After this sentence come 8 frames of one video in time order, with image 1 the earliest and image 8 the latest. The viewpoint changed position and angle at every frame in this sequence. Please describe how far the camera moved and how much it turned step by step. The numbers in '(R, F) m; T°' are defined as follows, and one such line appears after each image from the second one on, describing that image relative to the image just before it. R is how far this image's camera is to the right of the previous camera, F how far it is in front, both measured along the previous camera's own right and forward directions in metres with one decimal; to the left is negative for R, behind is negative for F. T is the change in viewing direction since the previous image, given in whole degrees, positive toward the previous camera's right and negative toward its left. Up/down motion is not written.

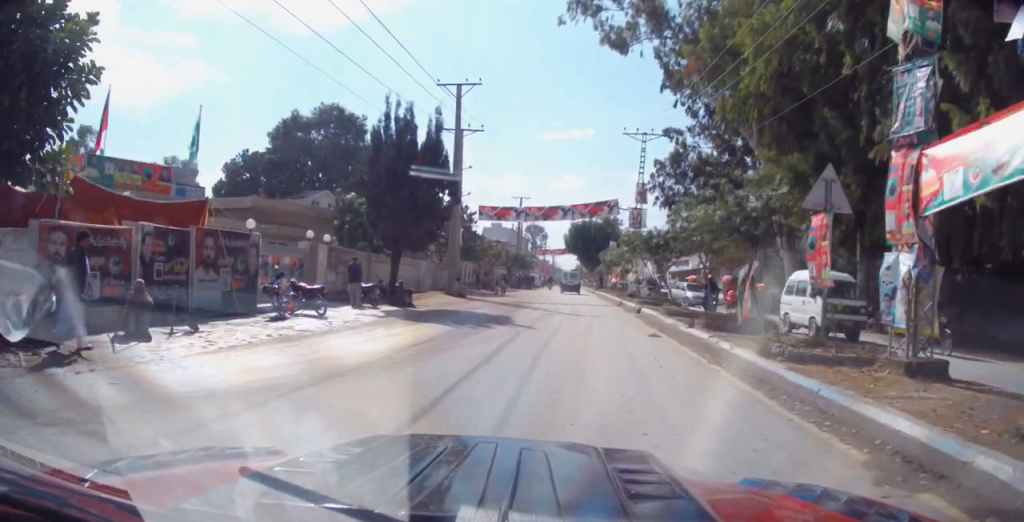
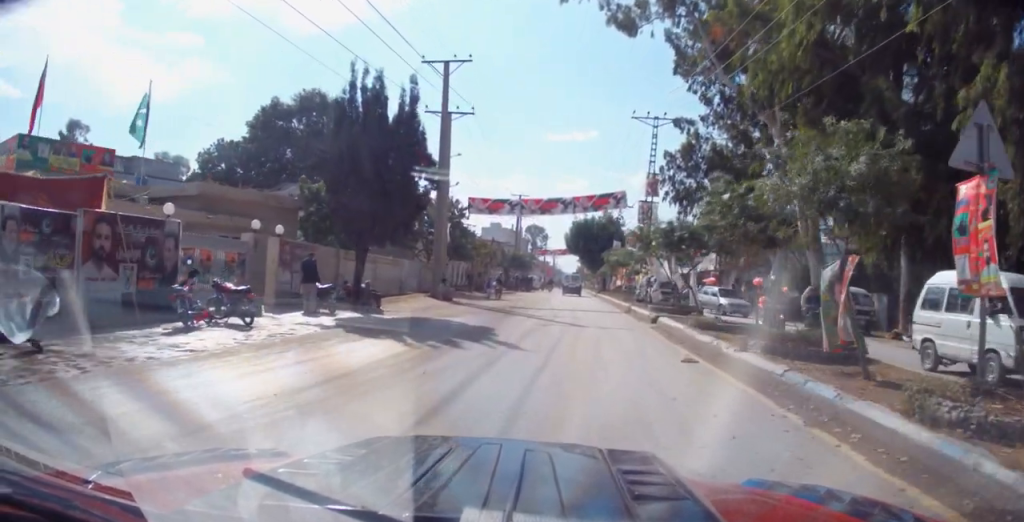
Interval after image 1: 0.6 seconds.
(-0.3, +4.4) m; -3°
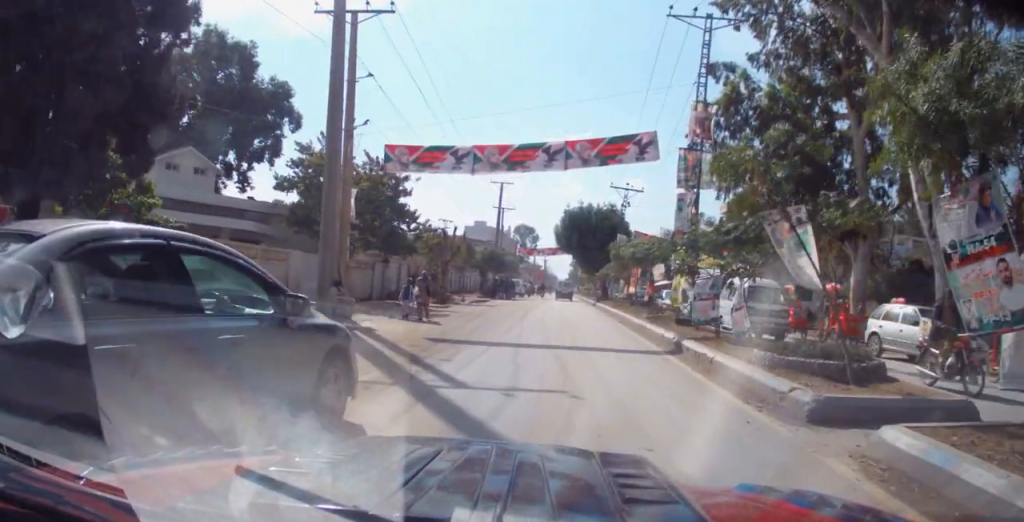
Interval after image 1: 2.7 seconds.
(-0.3, +13.5) m; +1°
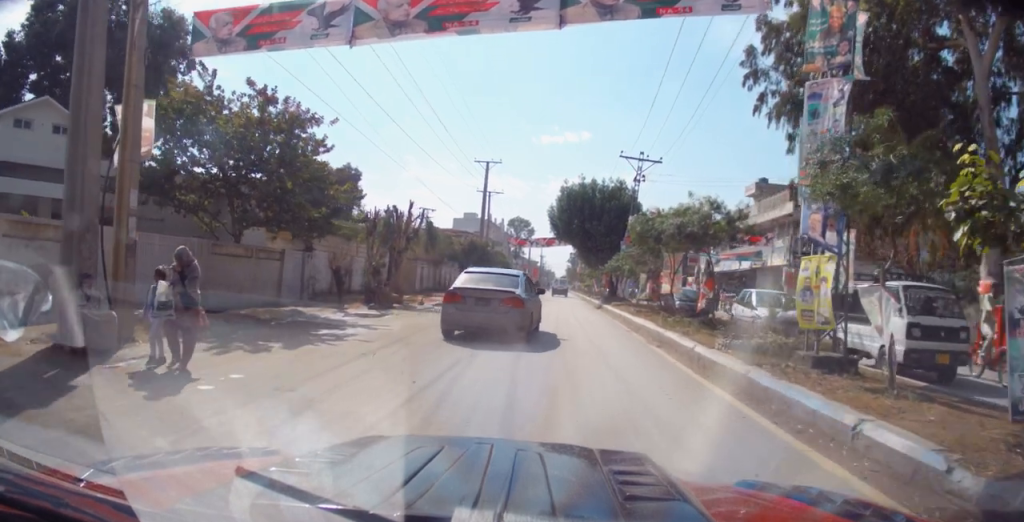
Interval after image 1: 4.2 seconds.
(+1.0, +9.6) m; +3°
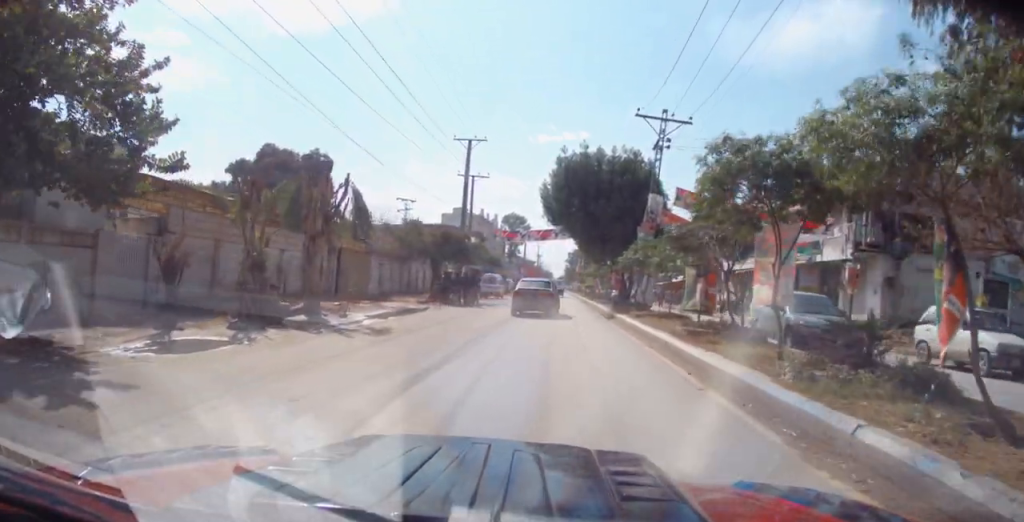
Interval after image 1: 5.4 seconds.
(-0.8, +9.0) m; -2°
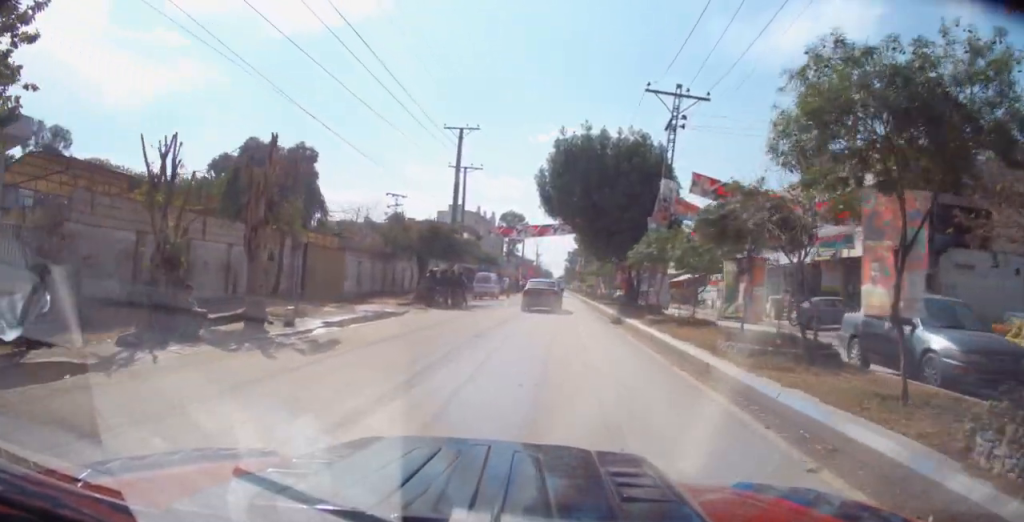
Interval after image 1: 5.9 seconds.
(+0.2, +3.3) m; +1°
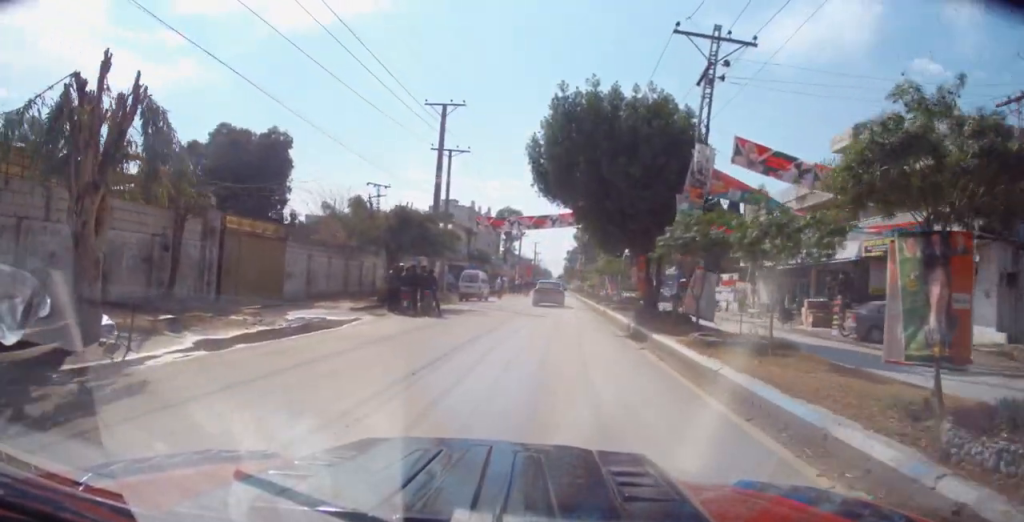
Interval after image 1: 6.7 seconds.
(+0.6, +5.8) m; +2°
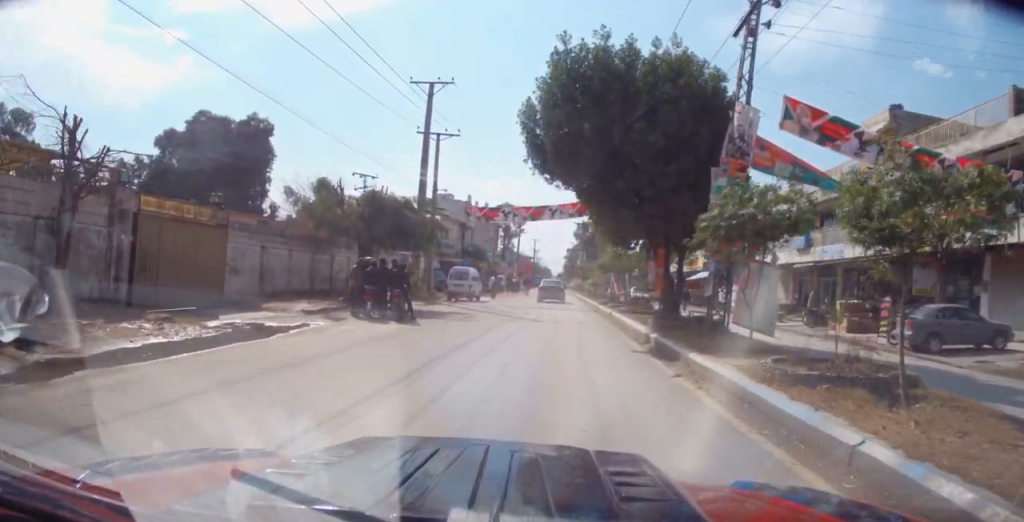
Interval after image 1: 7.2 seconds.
(-0.3, +3.7) m; -2°
